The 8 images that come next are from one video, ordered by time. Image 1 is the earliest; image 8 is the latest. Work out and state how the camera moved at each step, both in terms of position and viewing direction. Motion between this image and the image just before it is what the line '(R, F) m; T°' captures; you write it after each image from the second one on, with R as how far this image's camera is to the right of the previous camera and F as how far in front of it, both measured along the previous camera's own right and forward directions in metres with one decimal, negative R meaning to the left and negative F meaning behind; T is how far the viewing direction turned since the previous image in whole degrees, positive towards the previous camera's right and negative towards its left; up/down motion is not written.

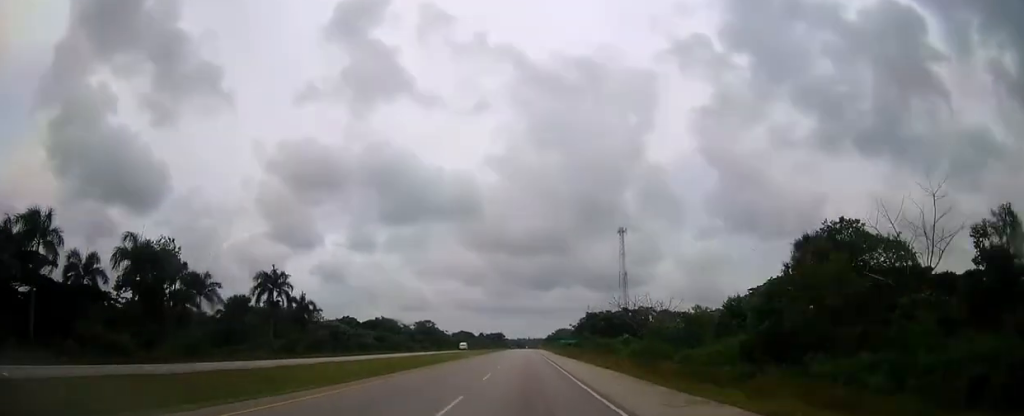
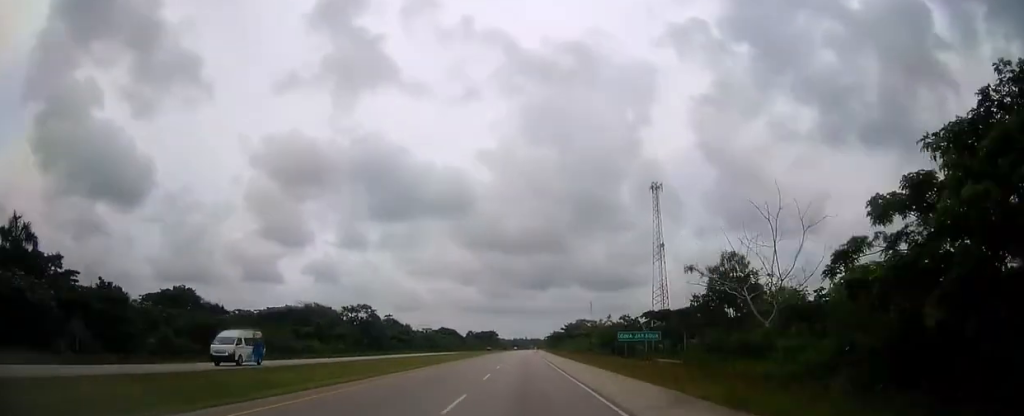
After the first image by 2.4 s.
(0.0, +70.8) m; 0°
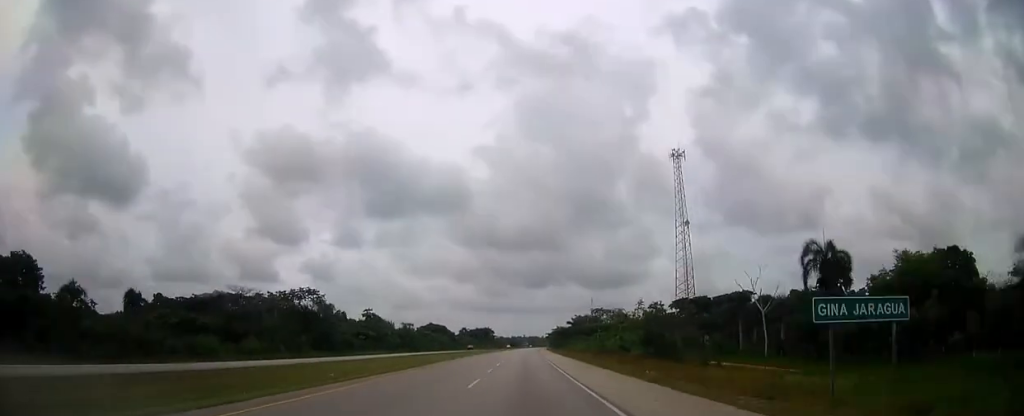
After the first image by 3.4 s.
(0.0, +29.0) m; 0°
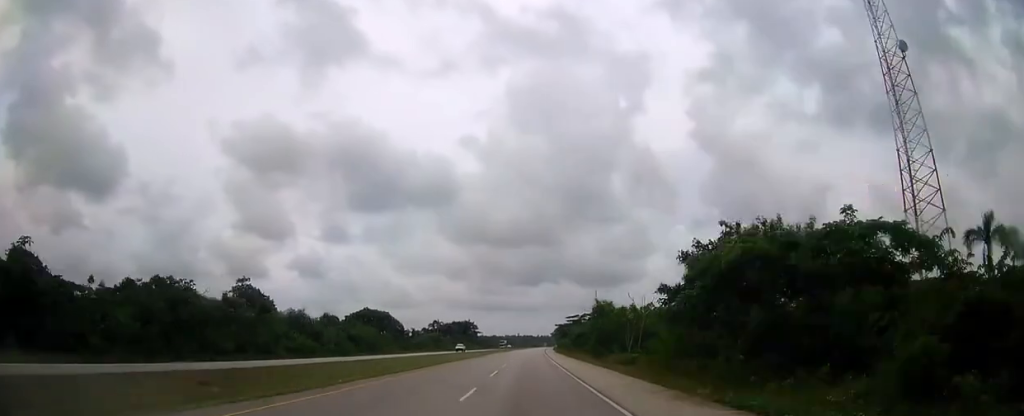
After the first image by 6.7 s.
(+0.5, +95.9) m; +1°
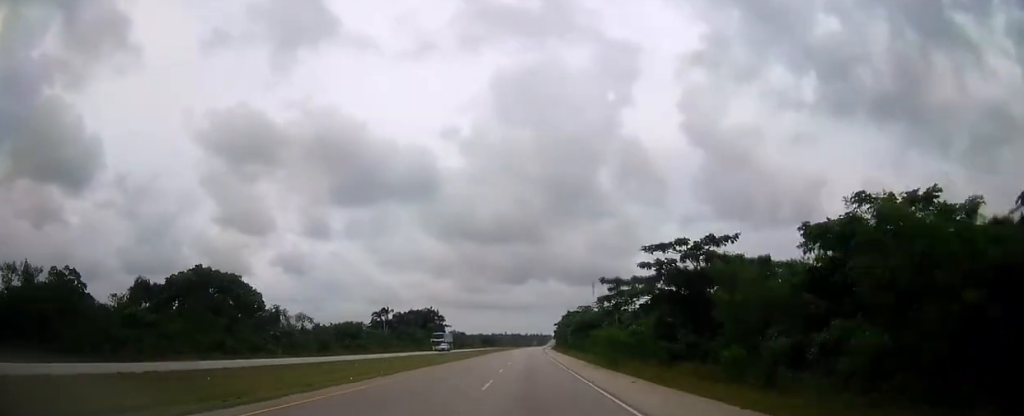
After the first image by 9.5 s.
(+0.4, +80.6) m; +1°
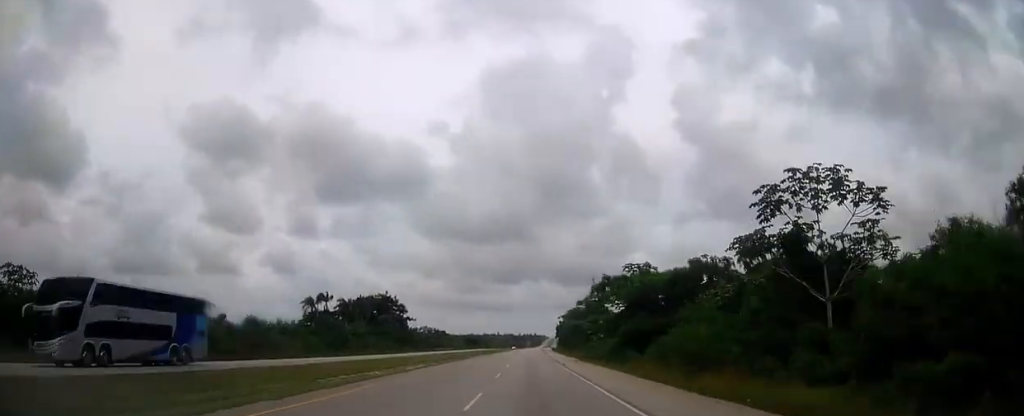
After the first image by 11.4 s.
(+0.5, +55.0) m; +1°
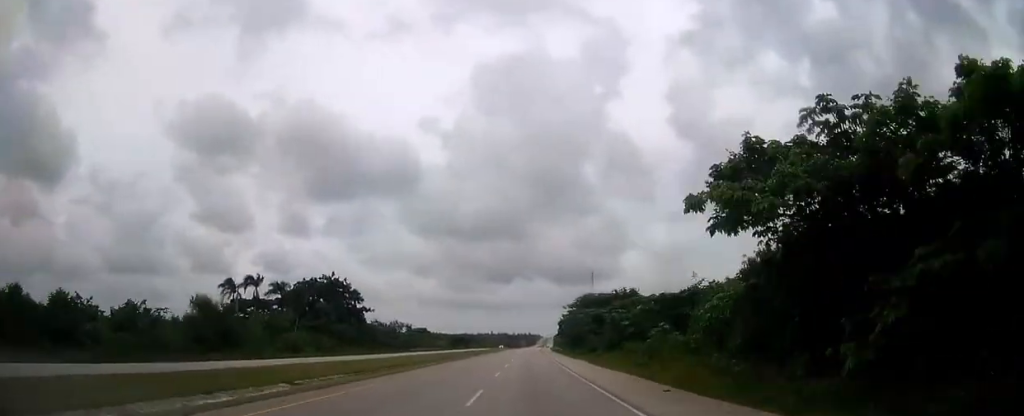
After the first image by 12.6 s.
(+0.1, +34.8) m; +1°
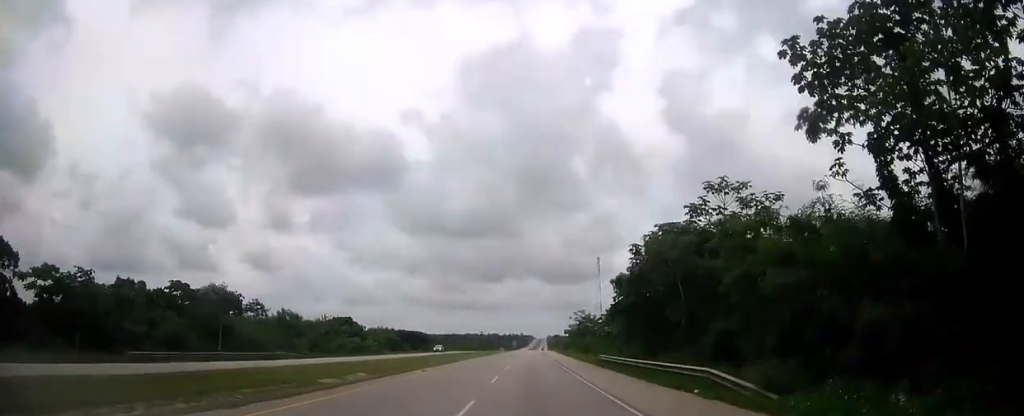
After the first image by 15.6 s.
(+0.9, +86.7) m; +1°
